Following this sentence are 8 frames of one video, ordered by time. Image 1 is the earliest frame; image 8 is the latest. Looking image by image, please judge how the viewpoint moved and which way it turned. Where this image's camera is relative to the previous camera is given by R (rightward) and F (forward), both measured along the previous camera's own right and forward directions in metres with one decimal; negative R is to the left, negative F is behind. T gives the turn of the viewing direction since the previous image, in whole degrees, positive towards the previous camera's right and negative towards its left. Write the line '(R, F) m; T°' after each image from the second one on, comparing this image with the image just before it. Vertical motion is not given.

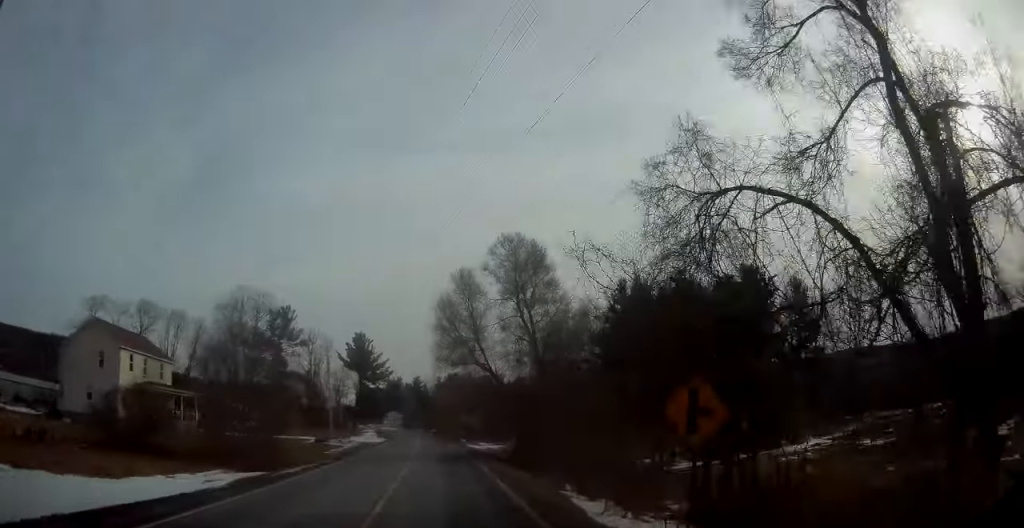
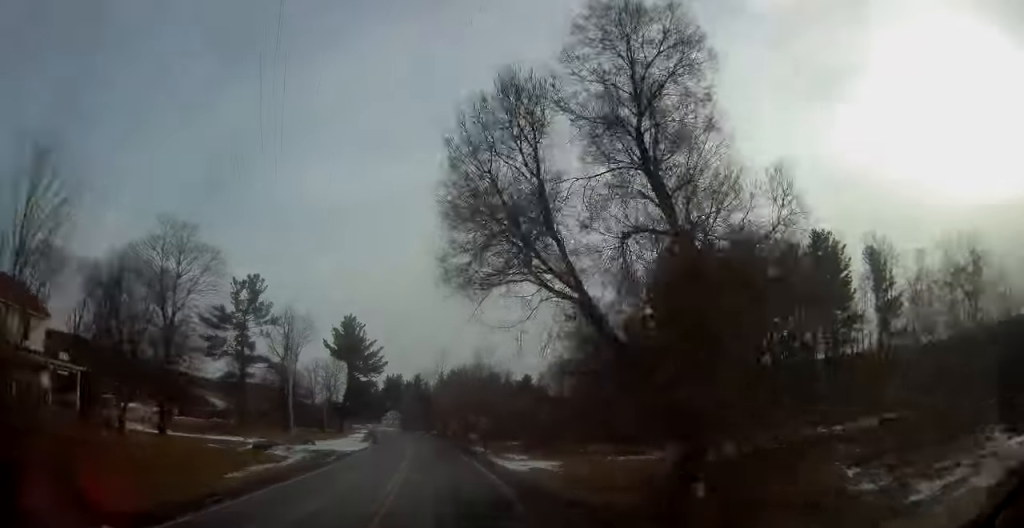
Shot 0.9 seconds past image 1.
(+0.3, +20.7) m; -1°
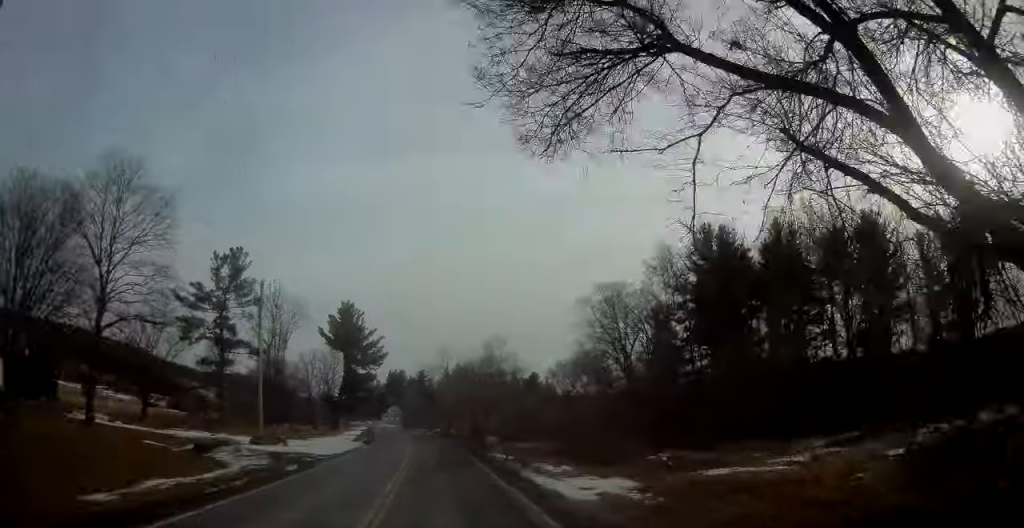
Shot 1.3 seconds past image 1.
(-0.3, +10.2) m; 0°
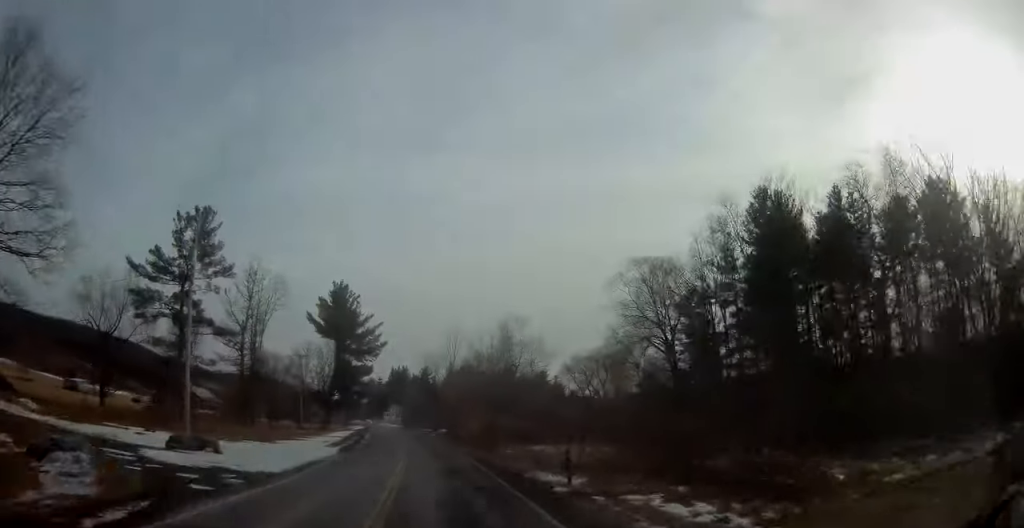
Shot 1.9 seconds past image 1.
(-0.2, +13.3) m; 0°
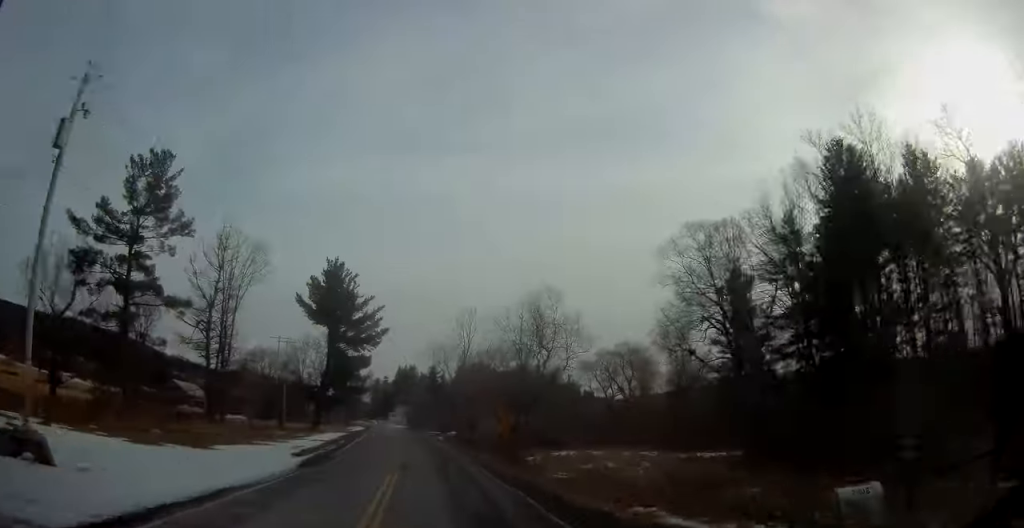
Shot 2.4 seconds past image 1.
(+0.1, +13.4) m; 0°
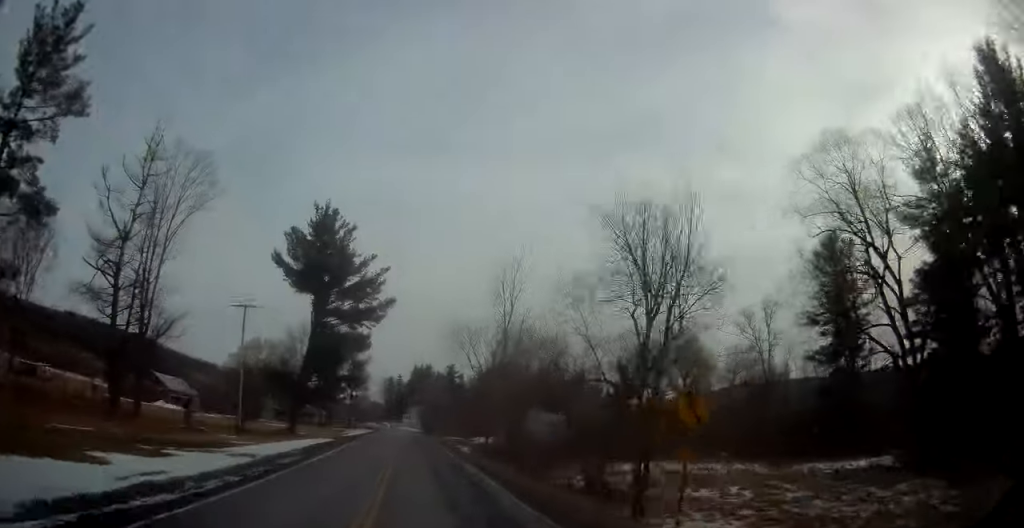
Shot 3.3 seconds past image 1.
(-0.1, +21.1) m; -1°
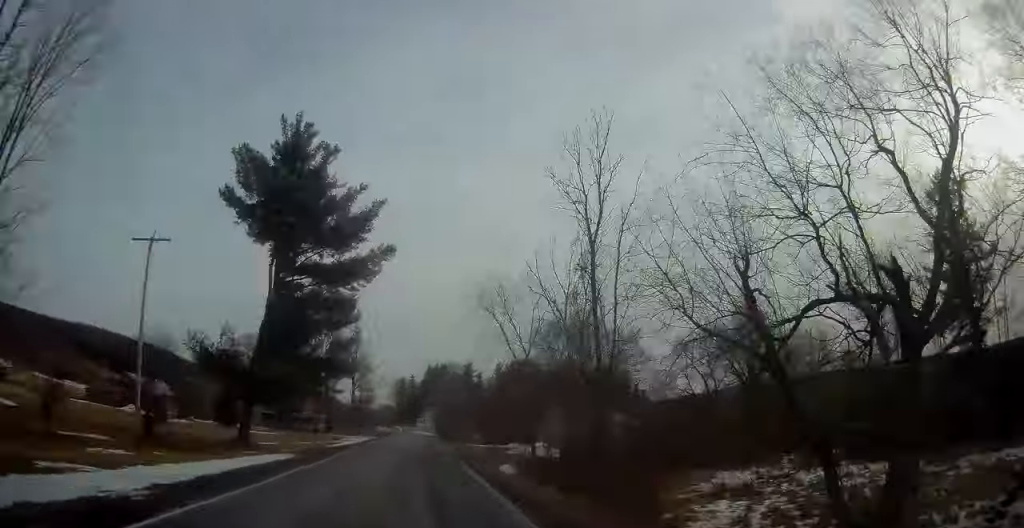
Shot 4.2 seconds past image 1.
(-0.3, +19.4) m; -2°
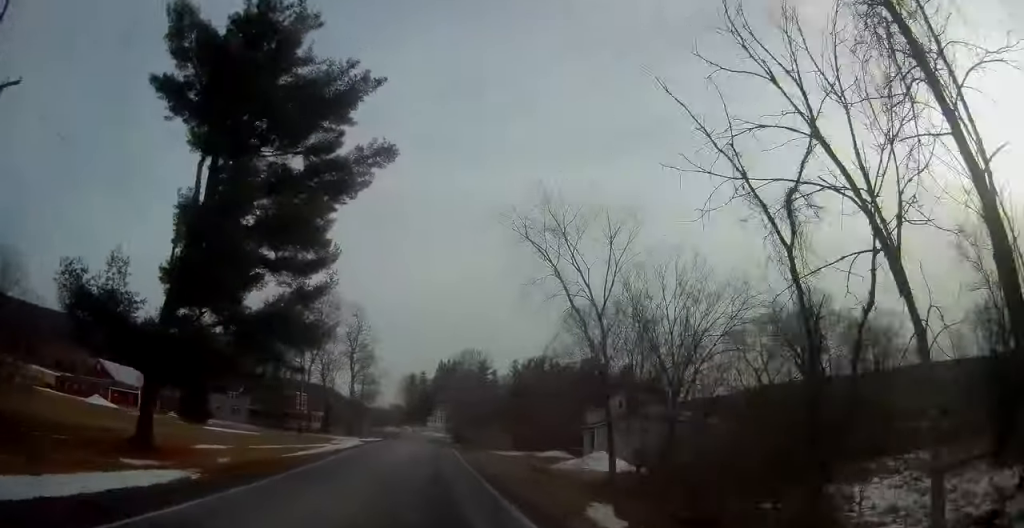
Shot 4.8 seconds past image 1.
(-0.2, +15.5) m; -1°
